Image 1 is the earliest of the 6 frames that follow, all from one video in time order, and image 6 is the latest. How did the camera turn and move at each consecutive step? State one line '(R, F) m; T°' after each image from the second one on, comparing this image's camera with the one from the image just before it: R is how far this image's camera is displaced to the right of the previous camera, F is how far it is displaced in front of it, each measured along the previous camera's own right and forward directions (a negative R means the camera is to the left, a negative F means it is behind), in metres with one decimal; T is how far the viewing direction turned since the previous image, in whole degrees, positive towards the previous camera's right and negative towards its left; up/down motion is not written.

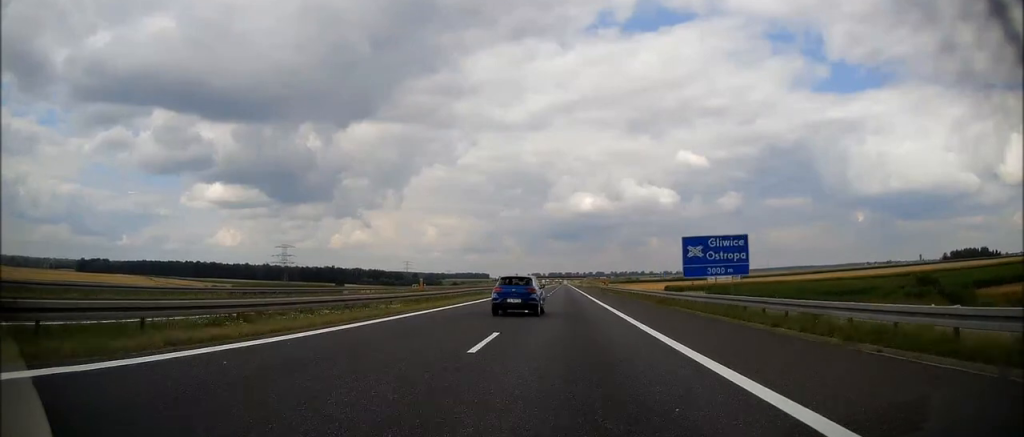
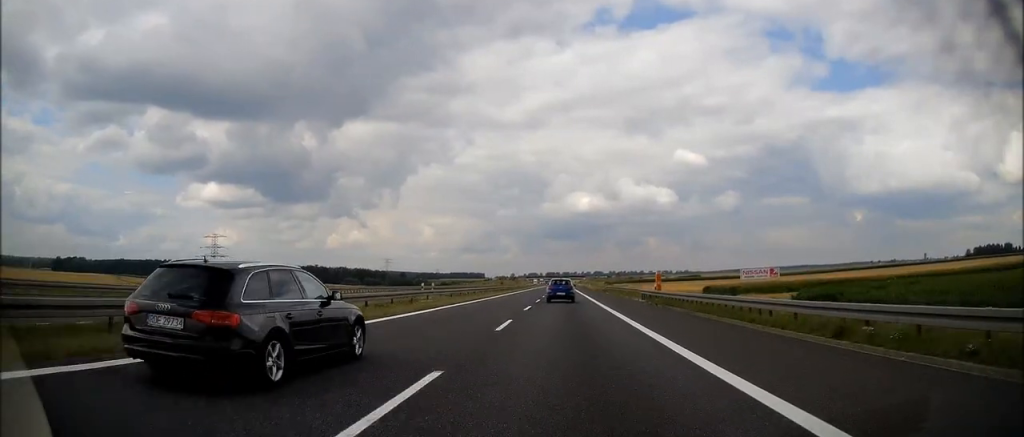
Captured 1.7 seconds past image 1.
(-0.3, +54.9) m; 0°
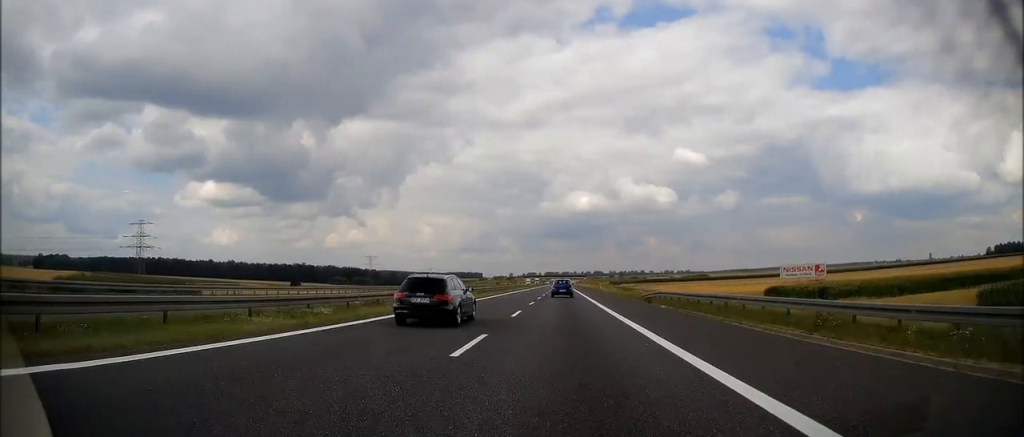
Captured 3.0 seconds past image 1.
(+0.2, +42.0) m; +1°
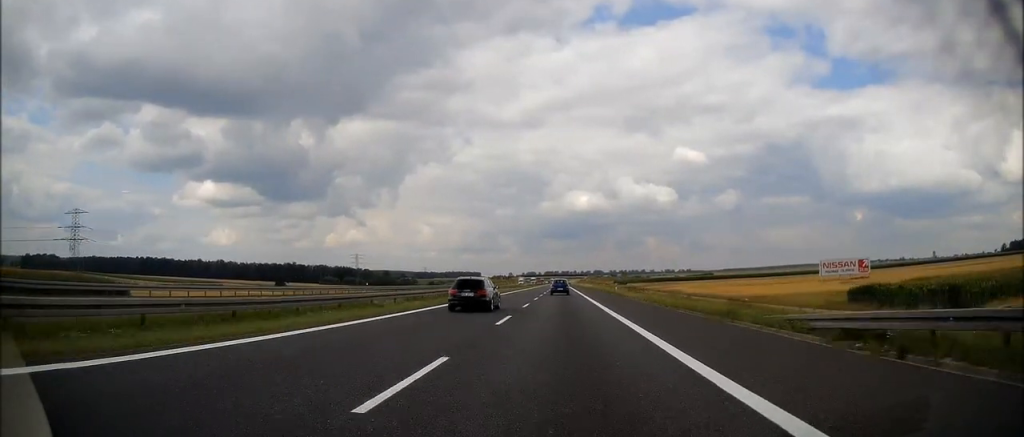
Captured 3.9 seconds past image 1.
(+0.1, +28.8) m; 0°
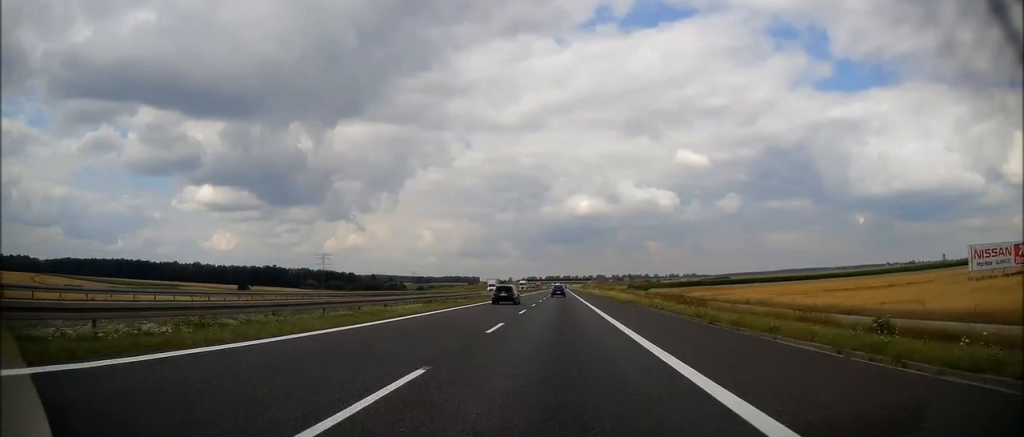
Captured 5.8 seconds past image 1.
(-0.2, +62.0) m; 0°
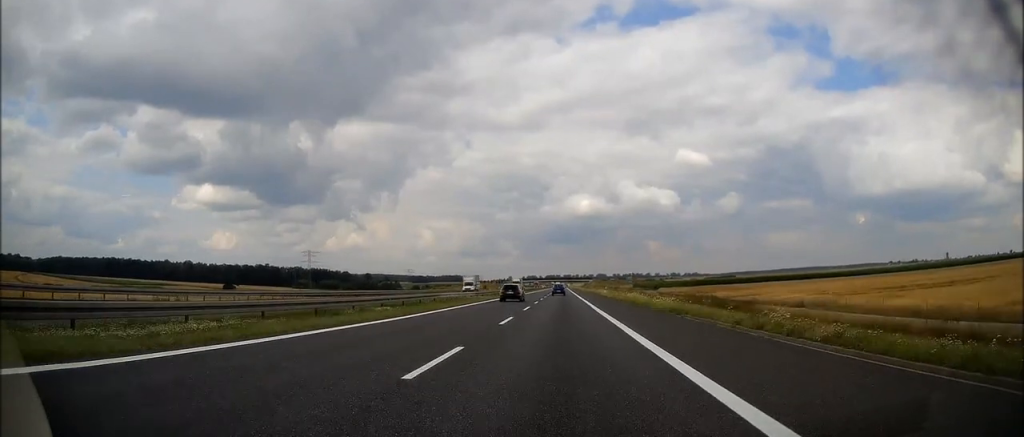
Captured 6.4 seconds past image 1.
(0.0, +20.6) m; 0°
